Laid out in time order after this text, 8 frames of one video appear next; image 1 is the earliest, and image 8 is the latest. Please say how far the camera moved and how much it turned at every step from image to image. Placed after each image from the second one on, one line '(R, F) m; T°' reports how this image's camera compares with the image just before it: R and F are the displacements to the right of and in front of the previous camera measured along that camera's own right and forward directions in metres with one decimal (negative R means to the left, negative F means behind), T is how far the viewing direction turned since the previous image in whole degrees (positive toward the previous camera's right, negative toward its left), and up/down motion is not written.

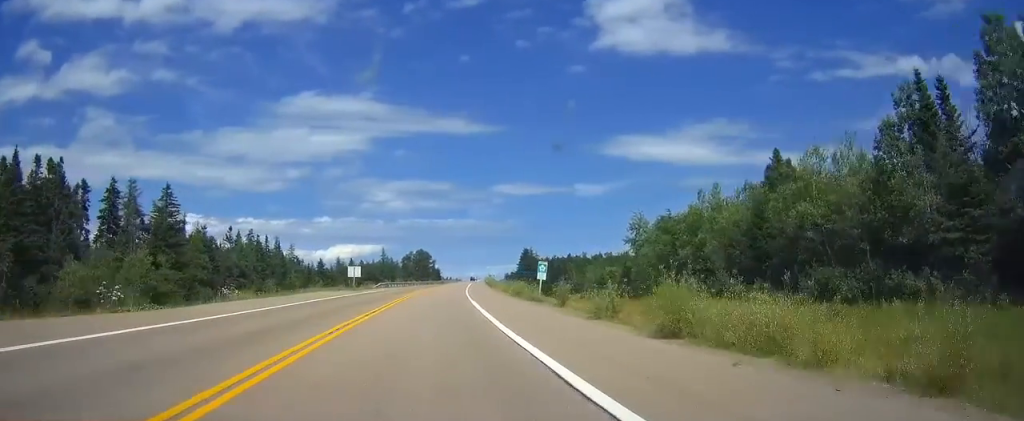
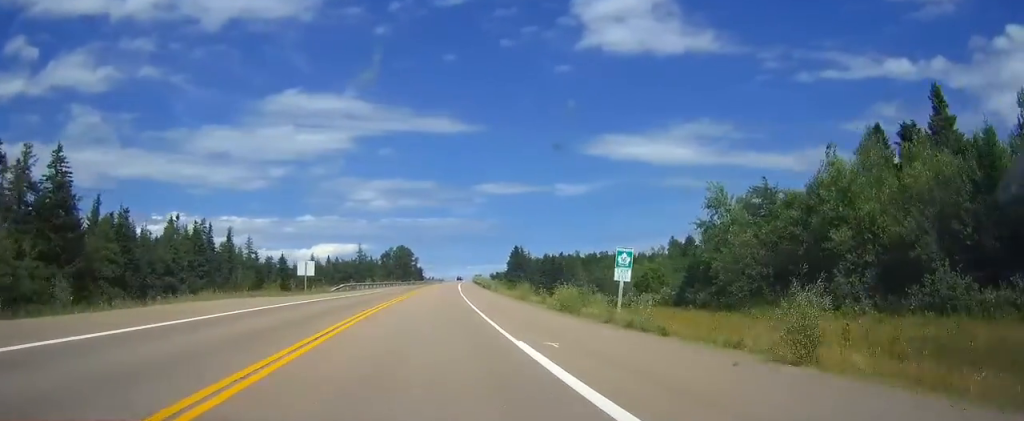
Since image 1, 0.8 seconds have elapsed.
(+0.8, +22.4) m; +4°
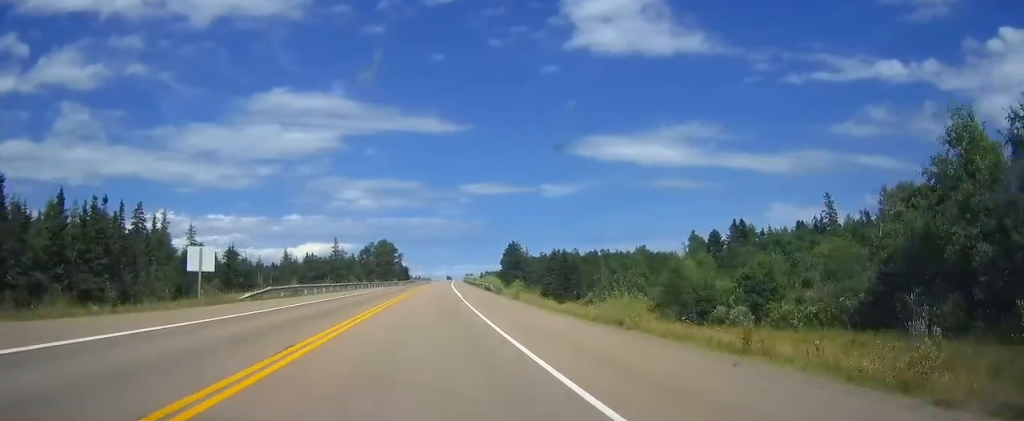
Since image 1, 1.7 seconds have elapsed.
(+1.1, +25.5) m; +3°
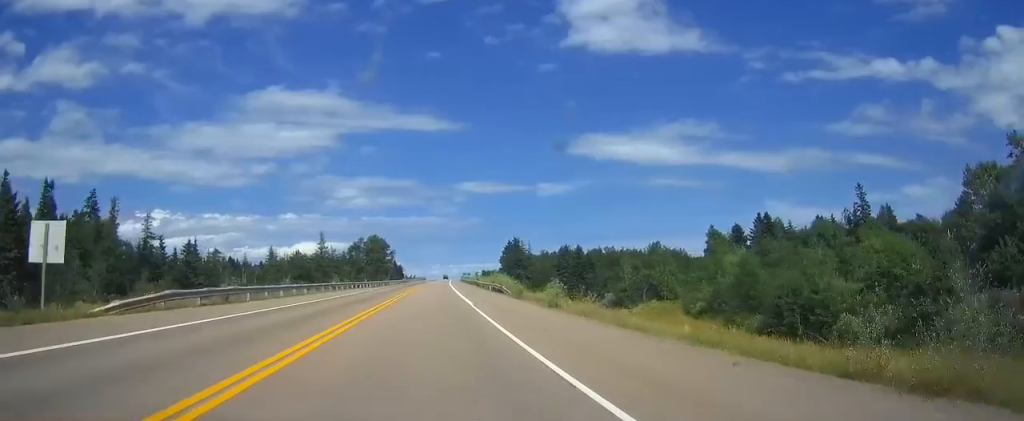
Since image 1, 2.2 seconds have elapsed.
(0.0, +15.2) m; 0°
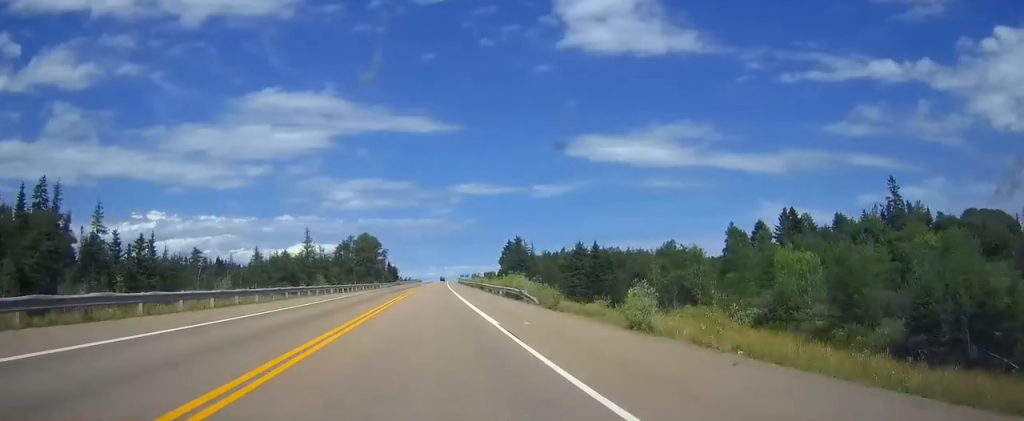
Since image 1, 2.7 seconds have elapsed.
(0.0, +13.3) m; 0°
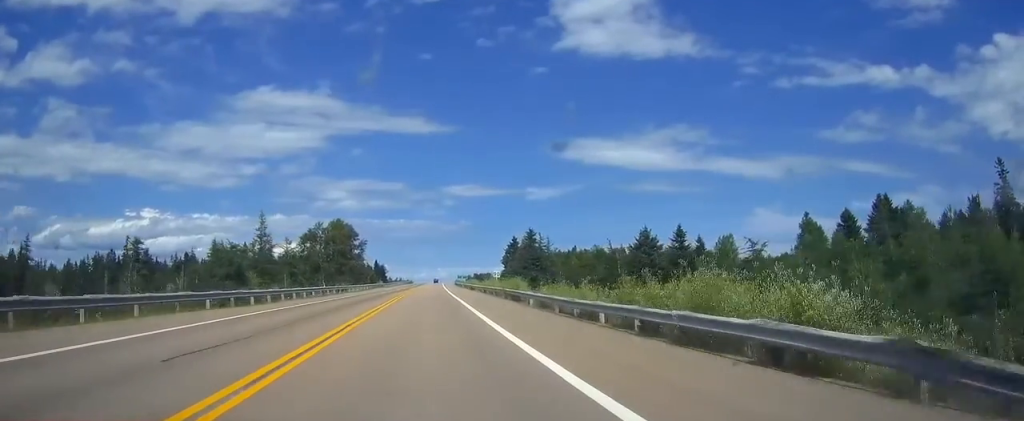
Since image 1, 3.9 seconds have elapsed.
(0.0, +34.5) m; 0°
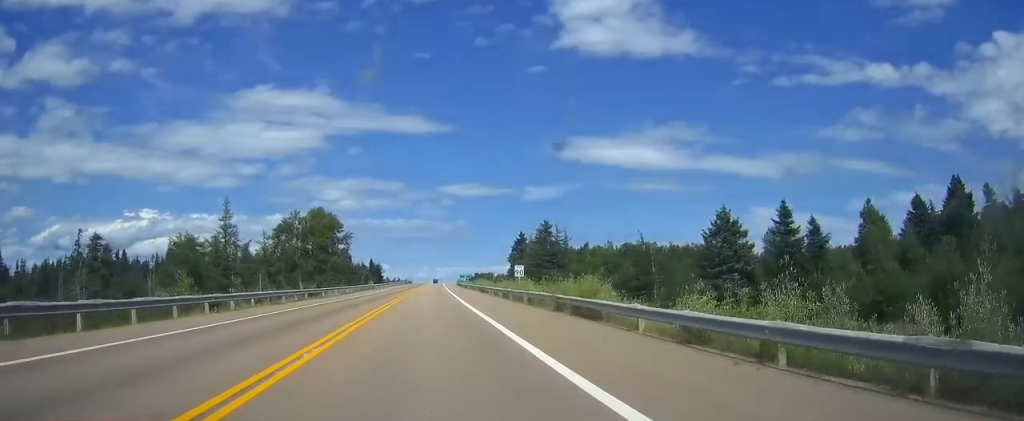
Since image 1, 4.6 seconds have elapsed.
(0.0, +19.3) m; 0°
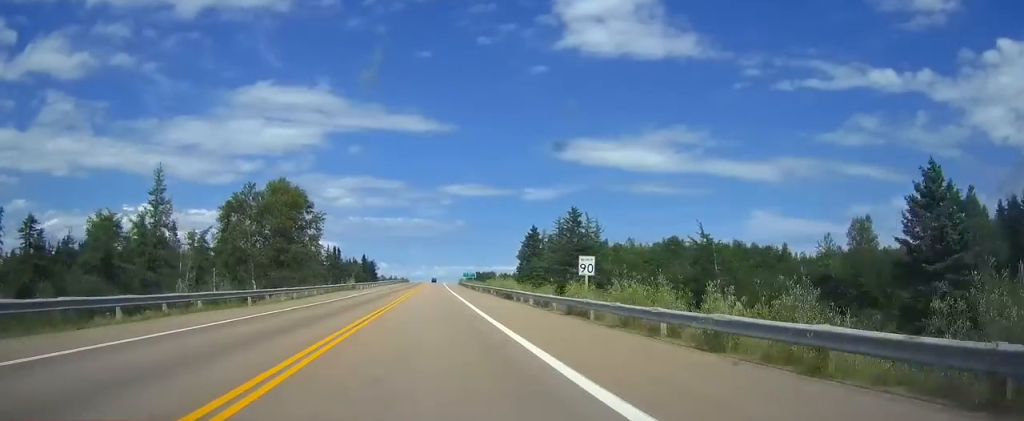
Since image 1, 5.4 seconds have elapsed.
(0.0, +24.2) m; 0°
